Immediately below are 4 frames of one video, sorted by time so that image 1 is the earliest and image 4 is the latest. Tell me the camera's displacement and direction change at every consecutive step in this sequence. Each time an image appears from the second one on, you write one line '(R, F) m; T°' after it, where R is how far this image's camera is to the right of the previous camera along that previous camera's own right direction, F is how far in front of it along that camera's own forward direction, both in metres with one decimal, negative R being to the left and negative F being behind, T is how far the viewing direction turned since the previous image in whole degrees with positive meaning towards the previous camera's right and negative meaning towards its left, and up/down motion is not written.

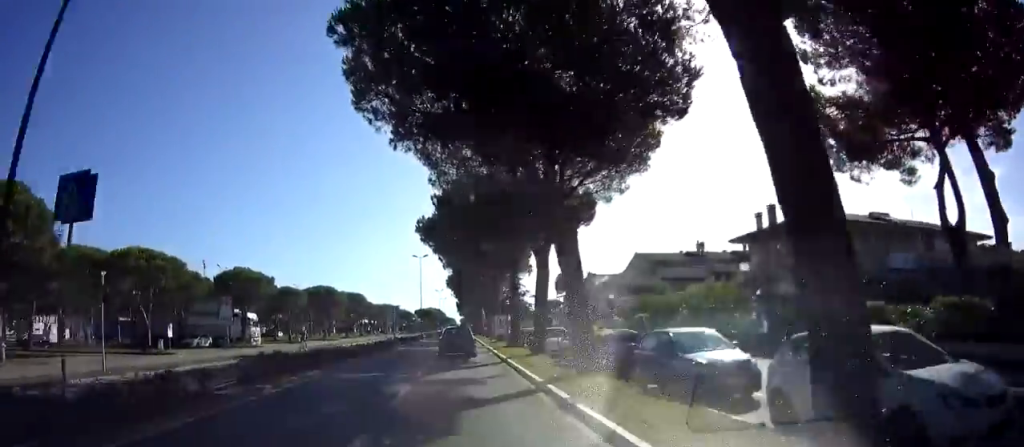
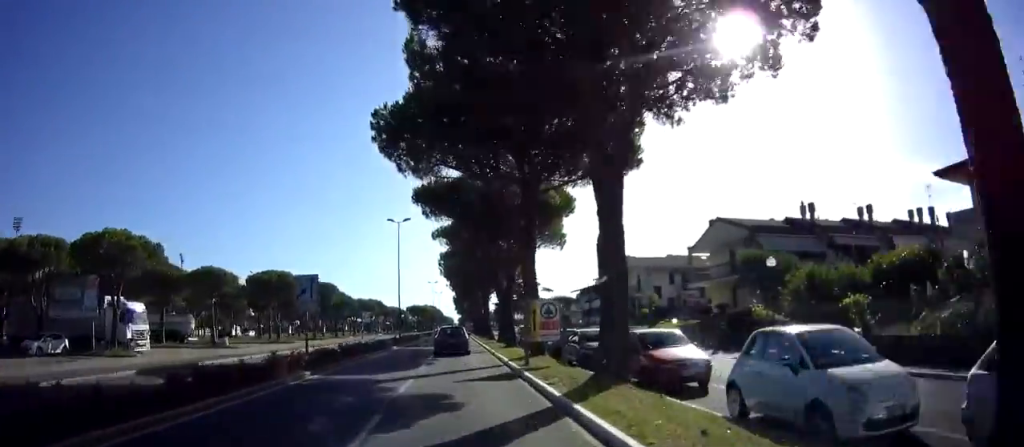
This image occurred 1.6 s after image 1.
(+0.3, +21.8) m; +3°
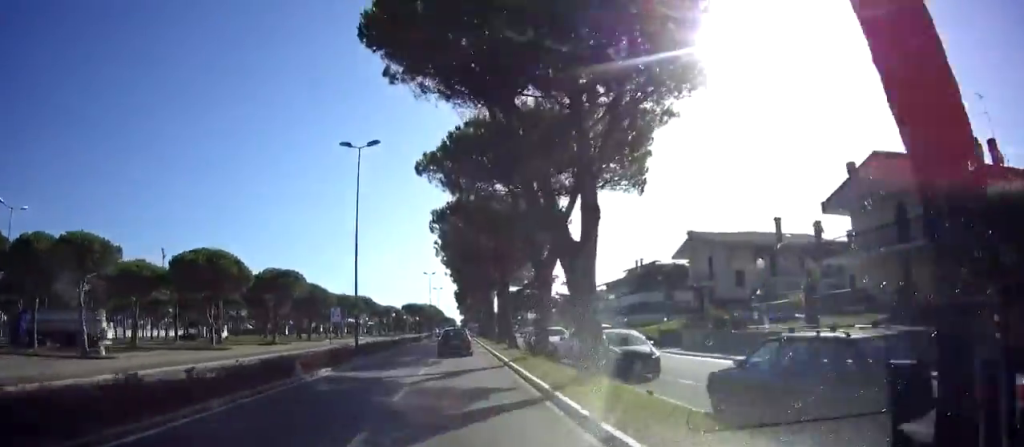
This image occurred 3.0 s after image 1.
(+0.2, +19.4) m; +1°
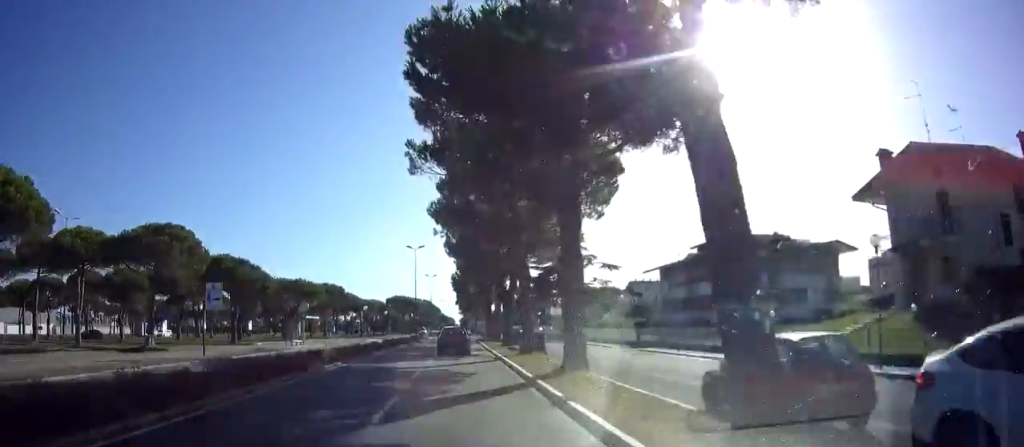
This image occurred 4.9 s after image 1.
(+0.1, +26.7) m; 0°
